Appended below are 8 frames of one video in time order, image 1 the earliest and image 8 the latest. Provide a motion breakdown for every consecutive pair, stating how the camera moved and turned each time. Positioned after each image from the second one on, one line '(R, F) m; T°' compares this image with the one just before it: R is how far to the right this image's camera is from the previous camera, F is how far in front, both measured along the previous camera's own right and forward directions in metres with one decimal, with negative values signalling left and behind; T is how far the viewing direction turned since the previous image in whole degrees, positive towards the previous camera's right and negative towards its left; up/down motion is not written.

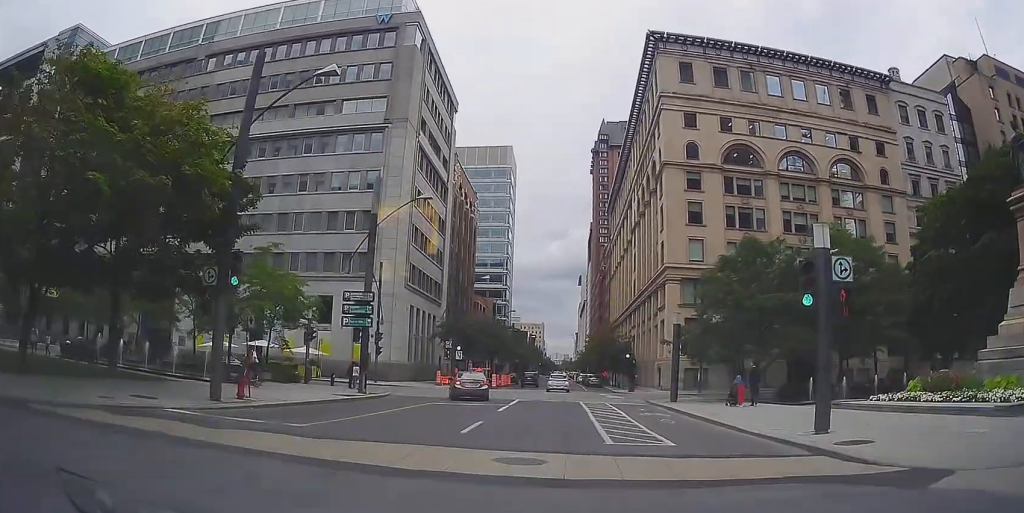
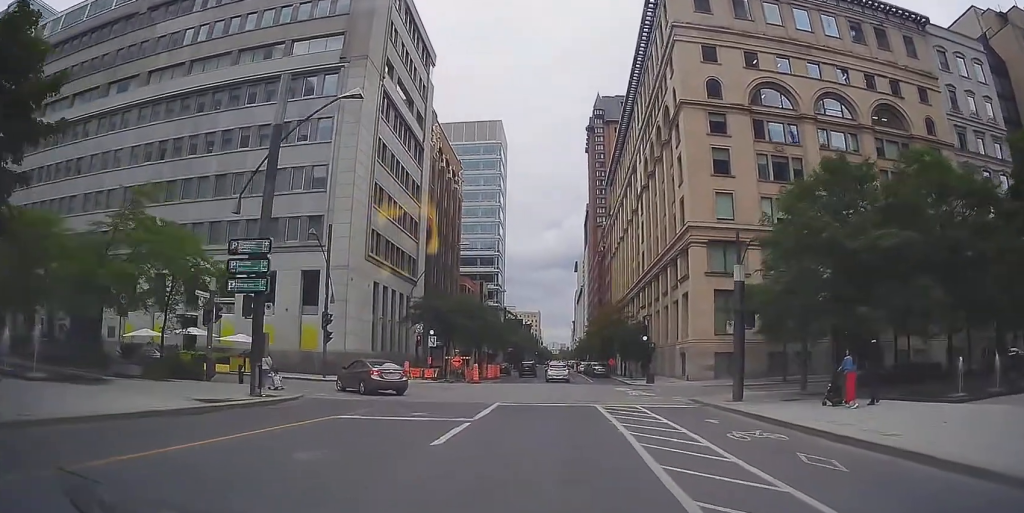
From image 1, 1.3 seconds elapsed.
(-0.2, +11.7) m; -1°
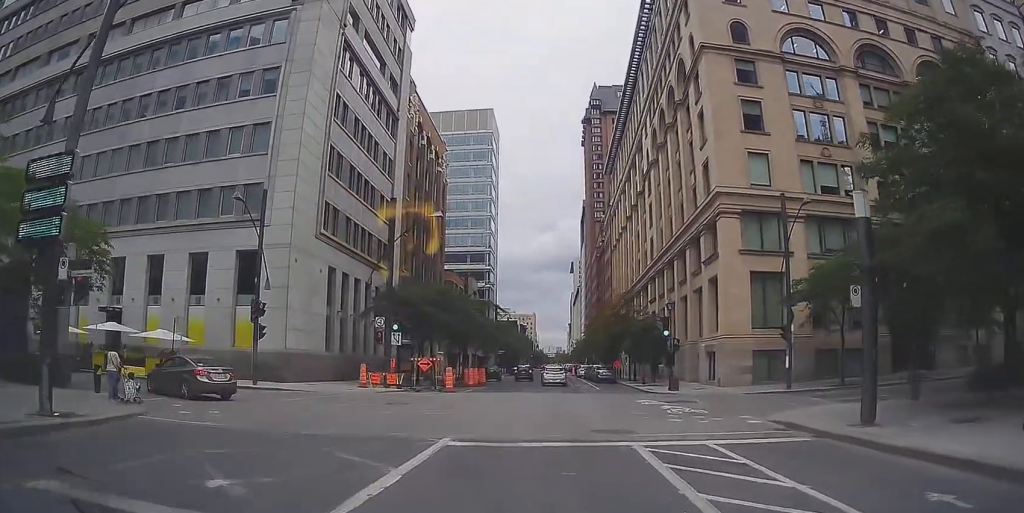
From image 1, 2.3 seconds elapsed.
(0.0, +9.9) m; 0°
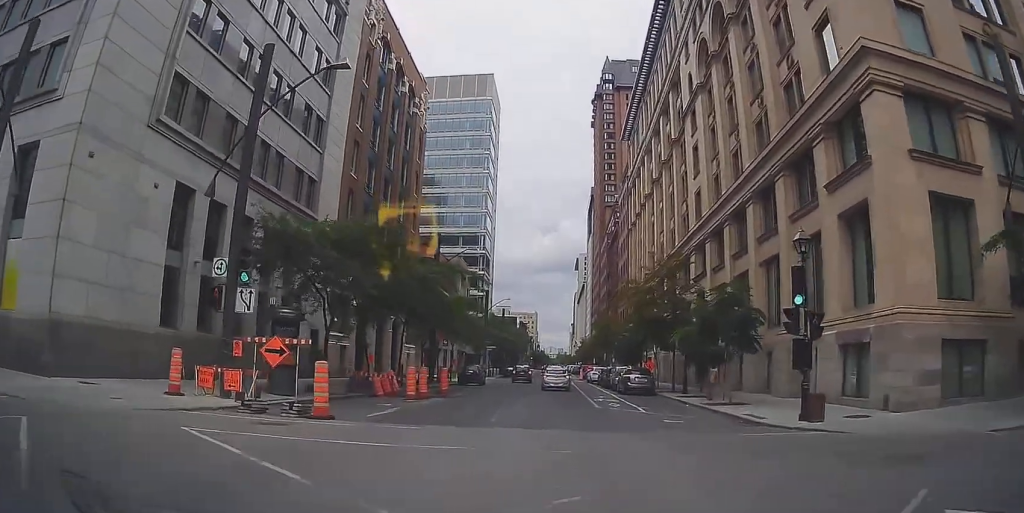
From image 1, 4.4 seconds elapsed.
(0.0, +19.8) m; 0°
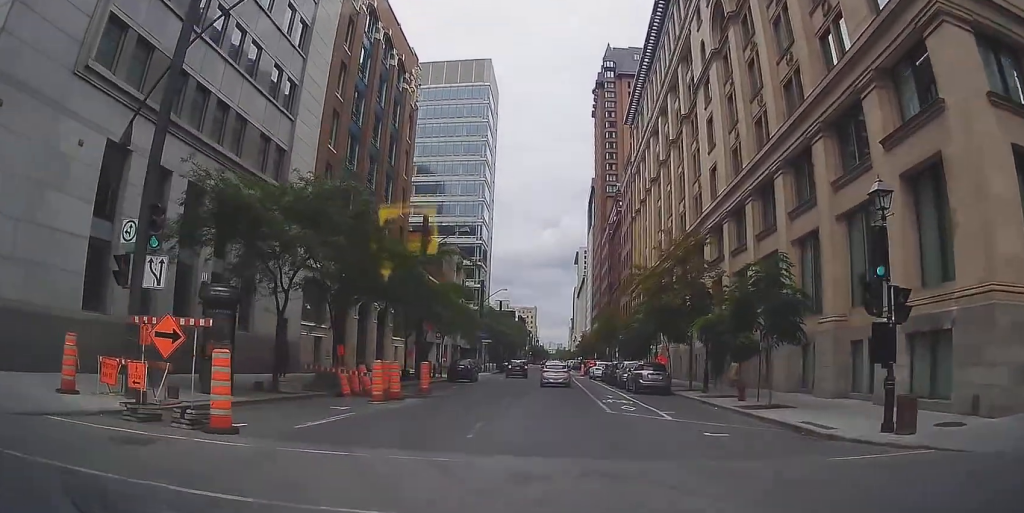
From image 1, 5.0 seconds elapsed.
(0.0, +5.0) m; 0°
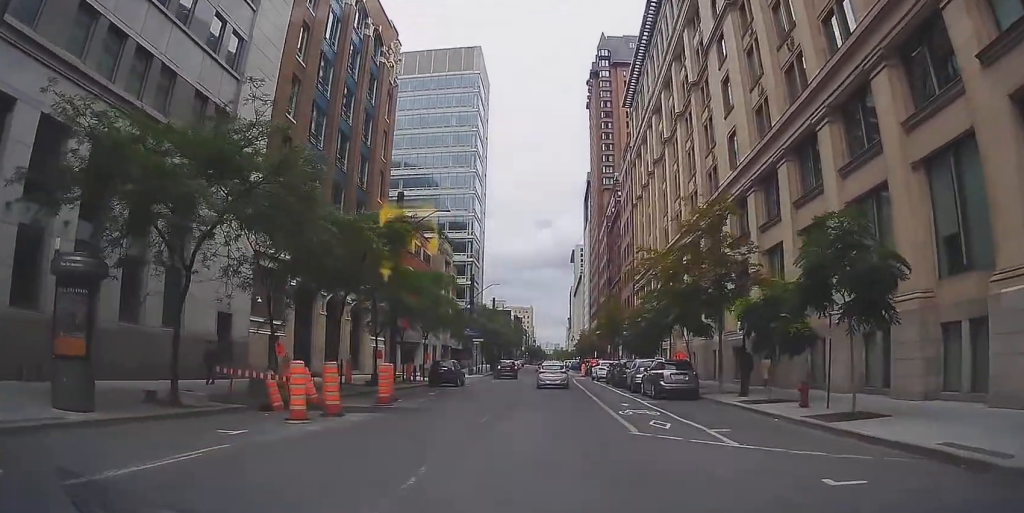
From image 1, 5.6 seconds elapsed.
(0.0, +6.3) m; +1°
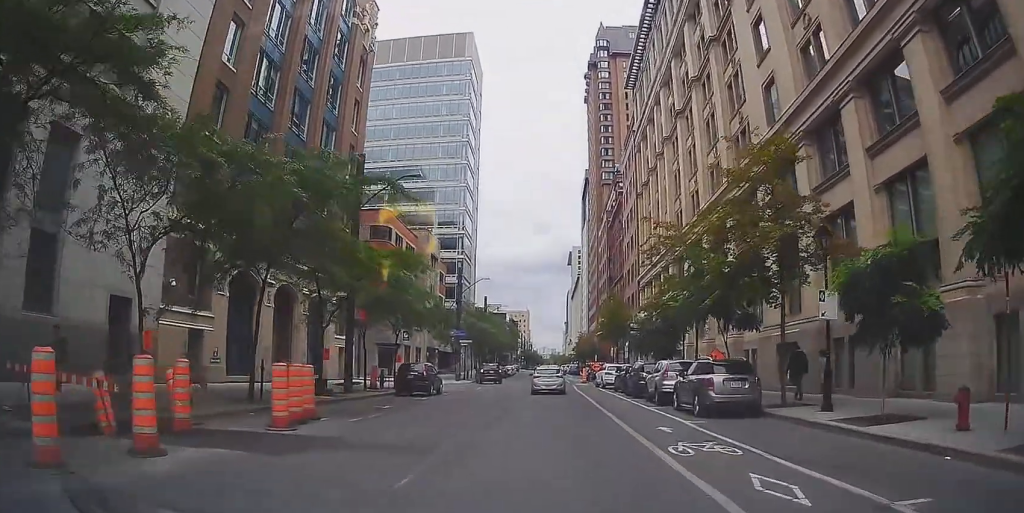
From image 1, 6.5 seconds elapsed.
(+0.1, +8.0) m; 0°
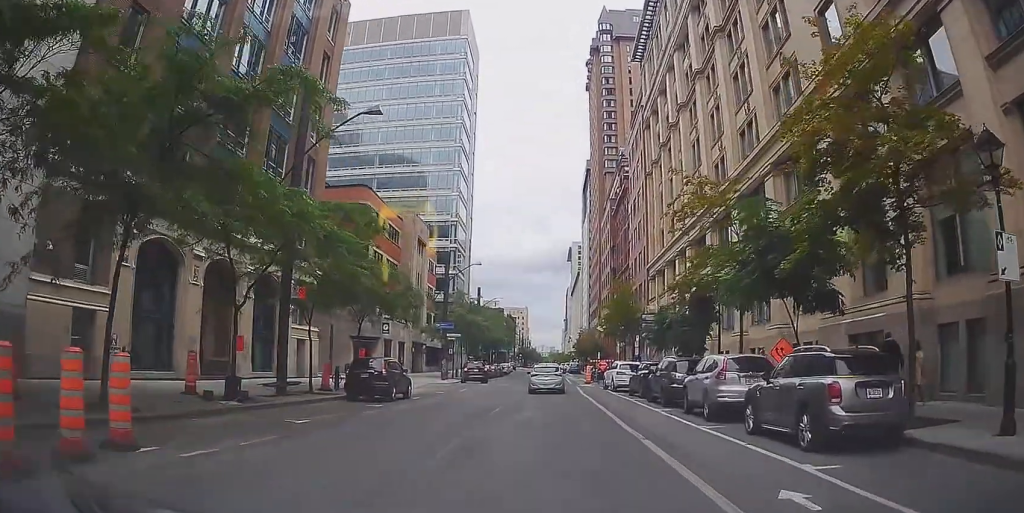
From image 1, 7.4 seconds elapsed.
(0.0, +7.7) m; -2°
